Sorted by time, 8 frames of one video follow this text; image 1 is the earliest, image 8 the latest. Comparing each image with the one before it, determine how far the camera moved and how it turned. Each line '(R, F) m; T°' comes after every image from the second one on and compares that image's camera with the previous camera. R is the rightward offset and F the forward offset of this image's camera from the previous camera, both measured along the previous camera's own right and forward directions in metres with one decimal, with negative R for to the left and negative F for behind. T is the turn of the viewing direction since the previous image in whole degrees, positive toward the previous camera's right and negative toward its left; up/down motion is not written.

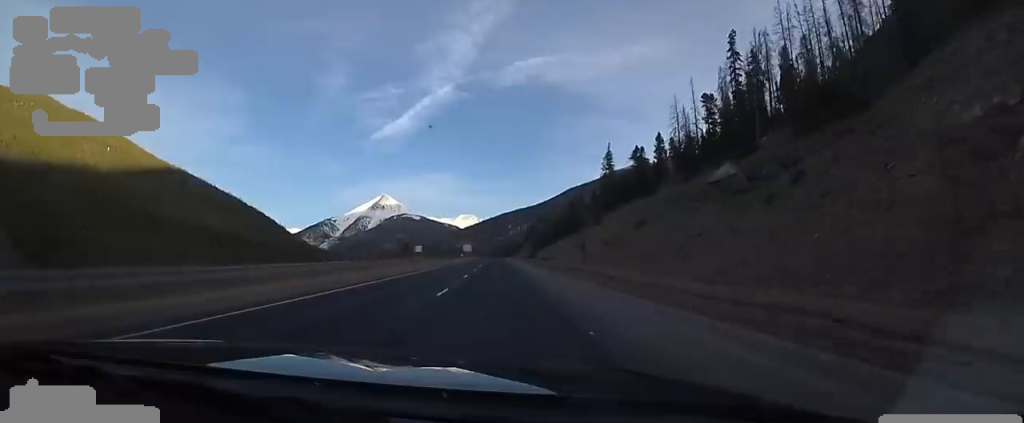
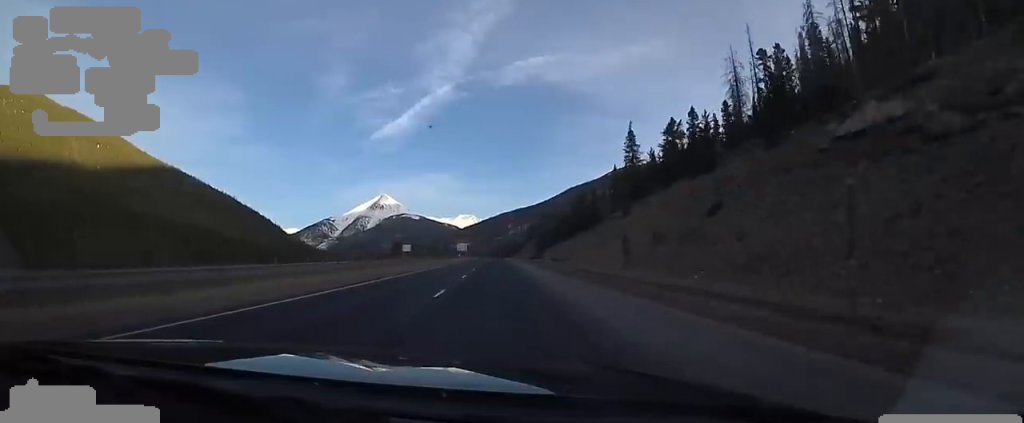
(-0.1, +24.4) m; 0°
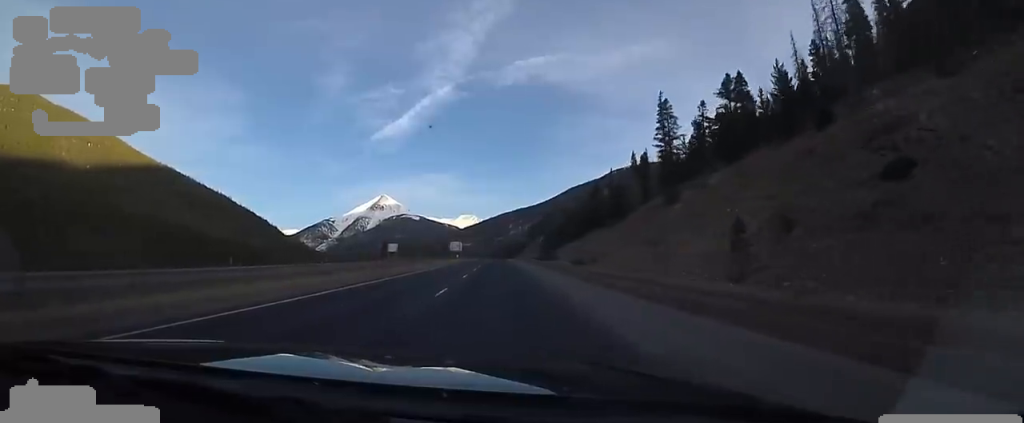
(+0.5, +23.4) m; -1°
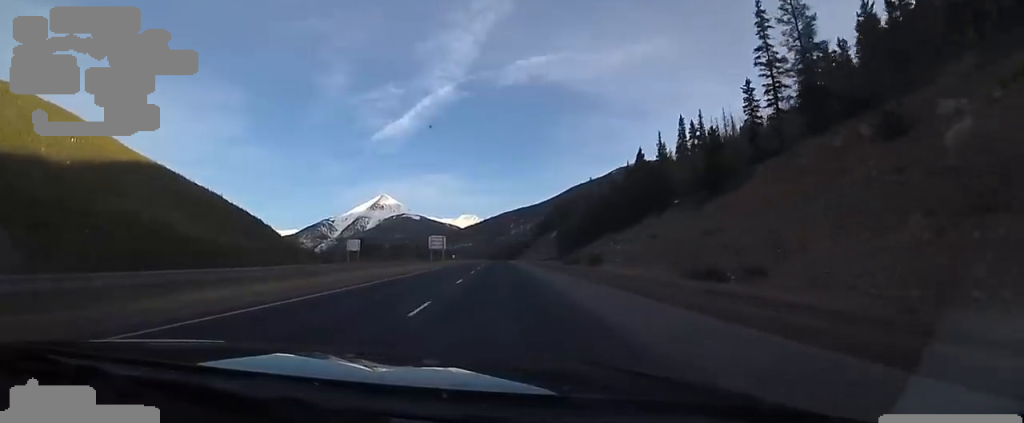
(-1.6, +41.0) m; -1°
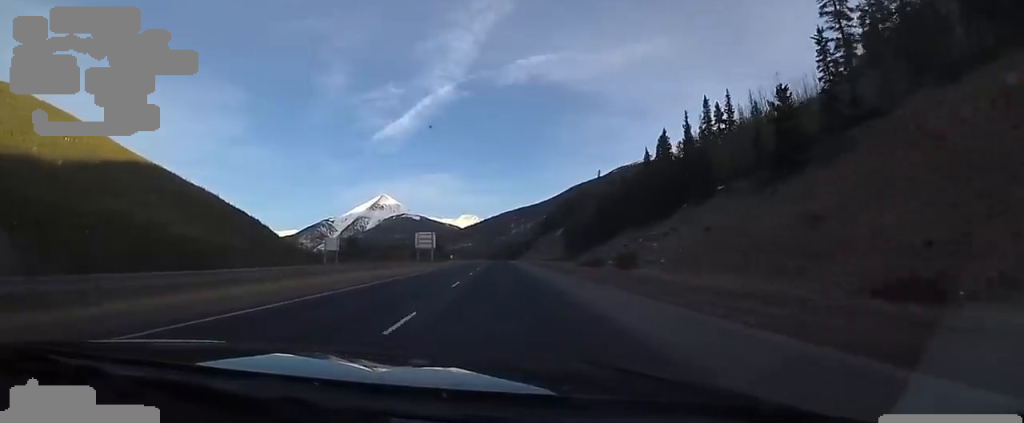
(-0.2, +14.4) m; +1°
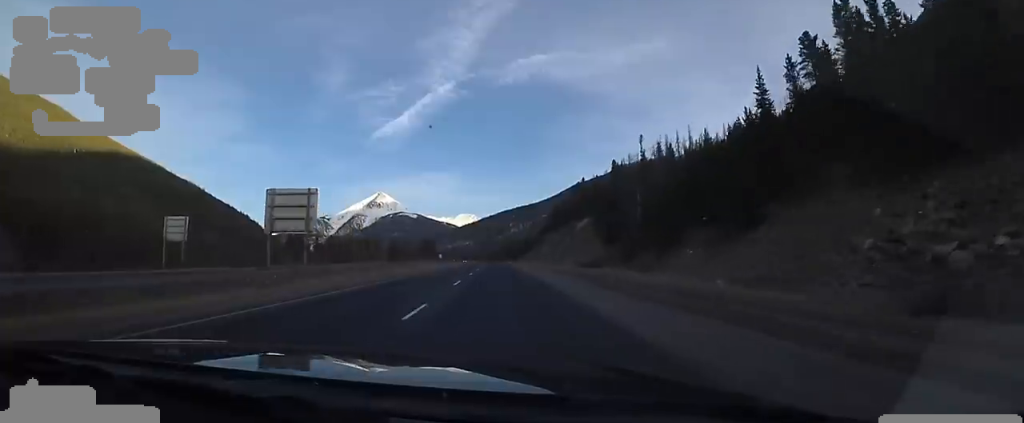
(+0.9, +46.5) m; 0°
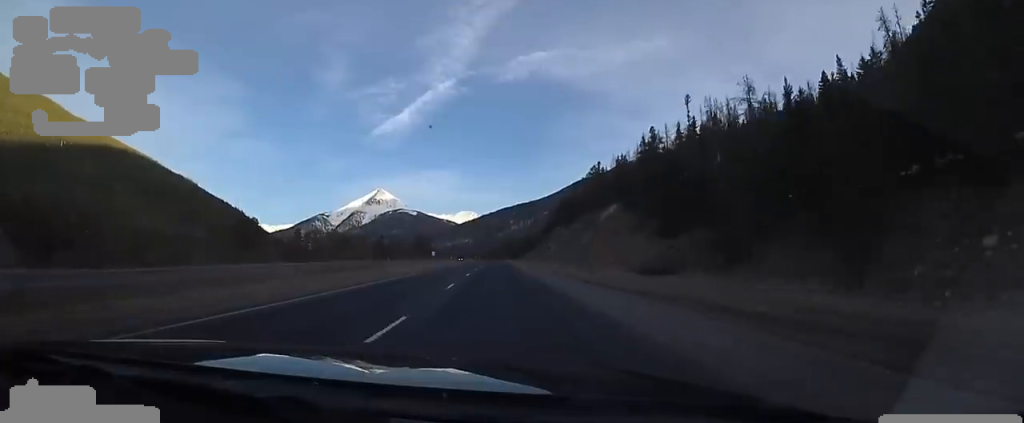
(-0.5, +27.0) m; 0°
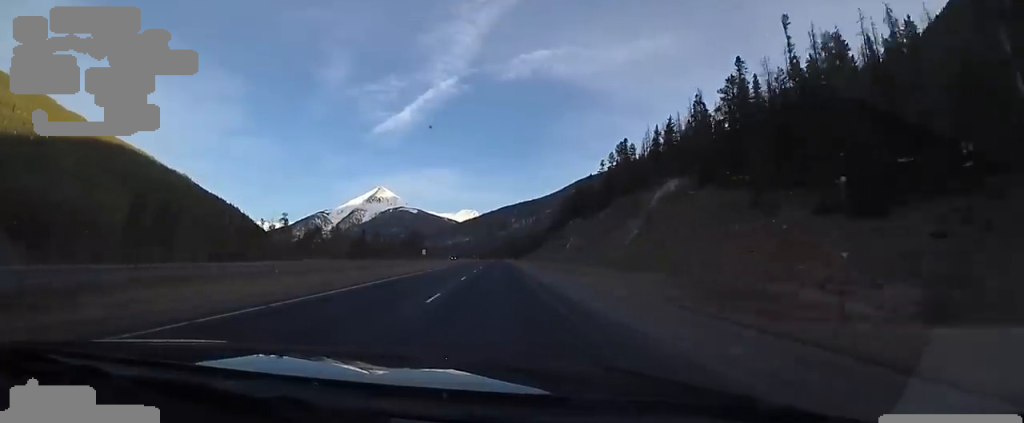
(+0.7, +30.2) m; 0°
